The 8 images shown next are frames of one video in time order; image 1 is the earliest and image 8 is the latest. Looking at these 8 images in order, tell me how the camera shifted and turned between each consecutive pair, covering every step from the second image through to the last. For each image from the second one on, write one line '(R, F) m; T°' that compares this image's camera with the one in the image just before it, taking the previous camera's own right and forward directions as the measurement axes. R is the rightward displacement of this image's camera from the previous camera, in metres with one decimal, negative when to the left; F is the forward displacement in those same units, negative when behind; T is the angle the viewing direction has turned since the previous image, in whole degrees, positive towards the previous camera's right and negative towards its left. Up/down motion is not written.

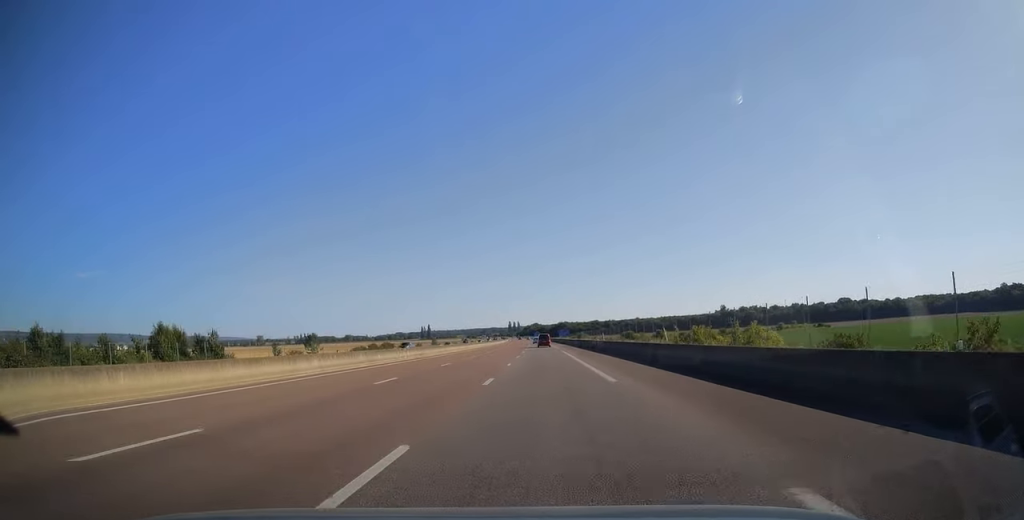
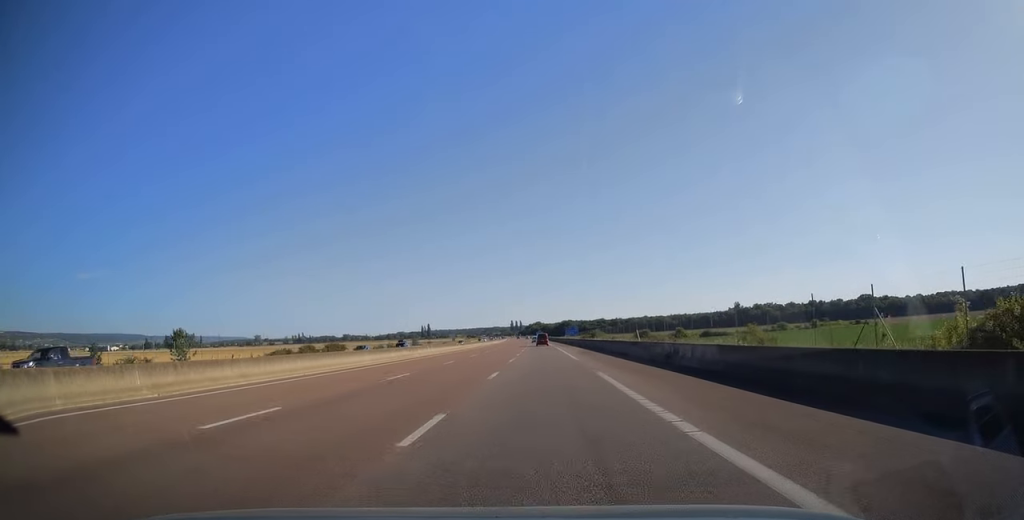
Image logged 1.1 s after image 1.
(-0.2, +35.8) m; 0°
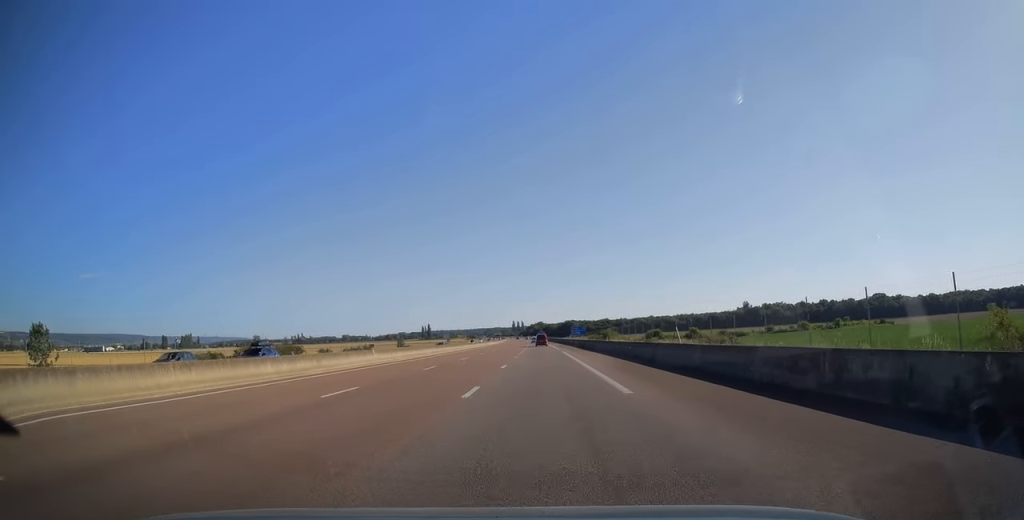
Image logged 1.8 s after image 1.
(0.0, +19.7) m; 0°
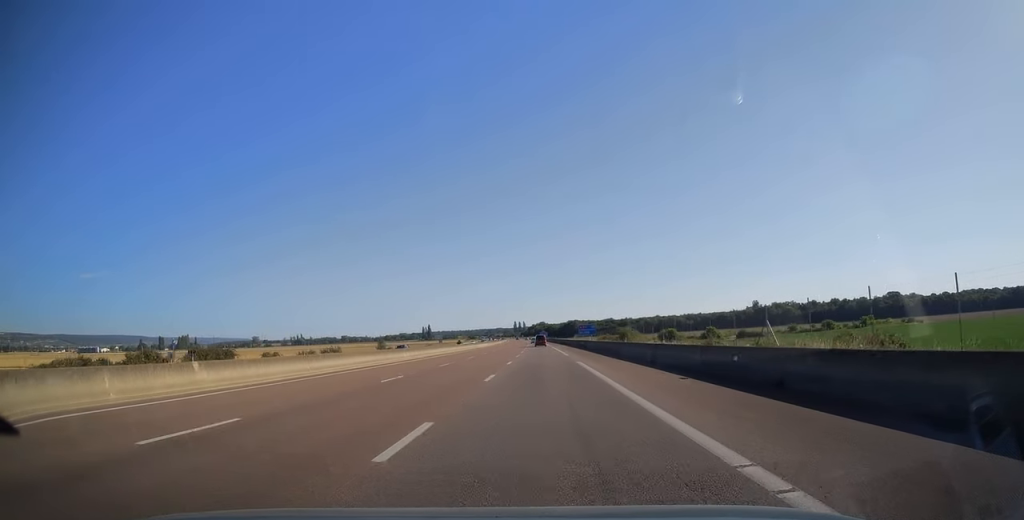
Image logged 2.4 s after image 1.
(+0.1, +20.3) m; 0°
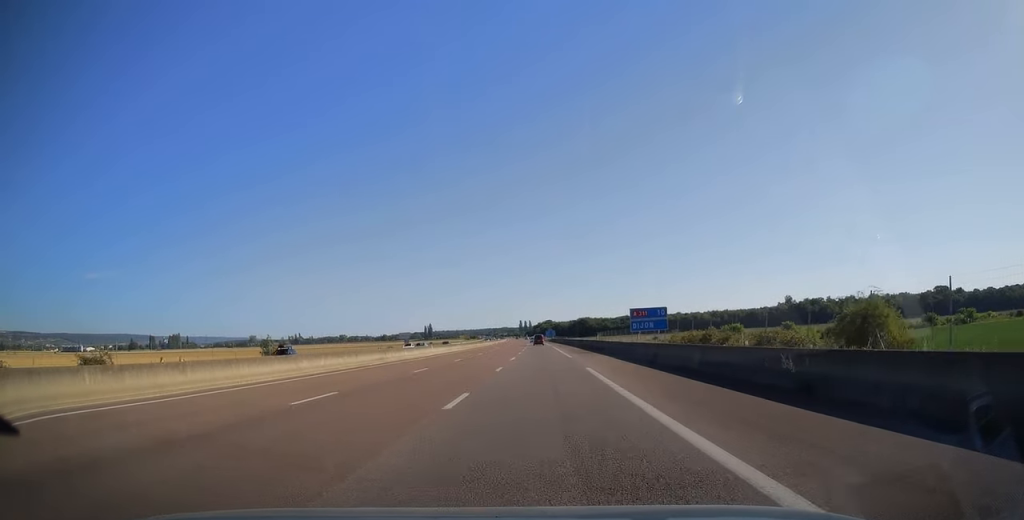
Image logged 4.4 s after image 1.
(-0.3, +59.6) m; -1°
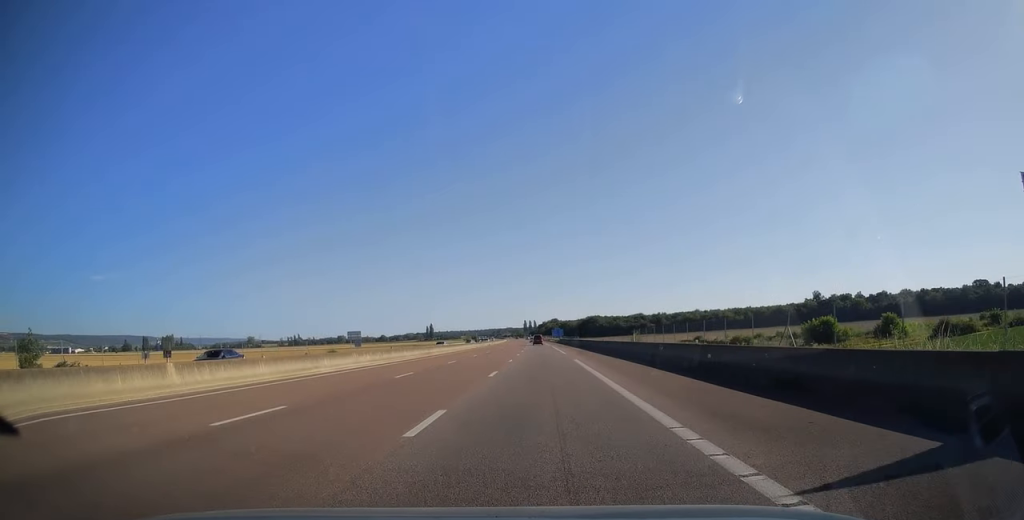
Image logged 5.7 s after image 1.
(-0.2, +42.5) m; 0°
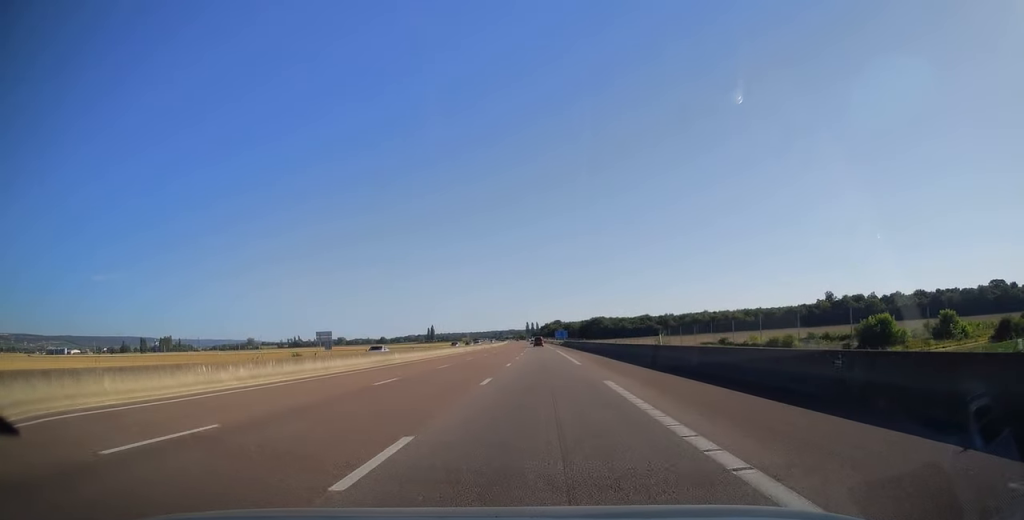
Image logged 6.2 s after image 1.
(+0.1, +16.1) m; 0°
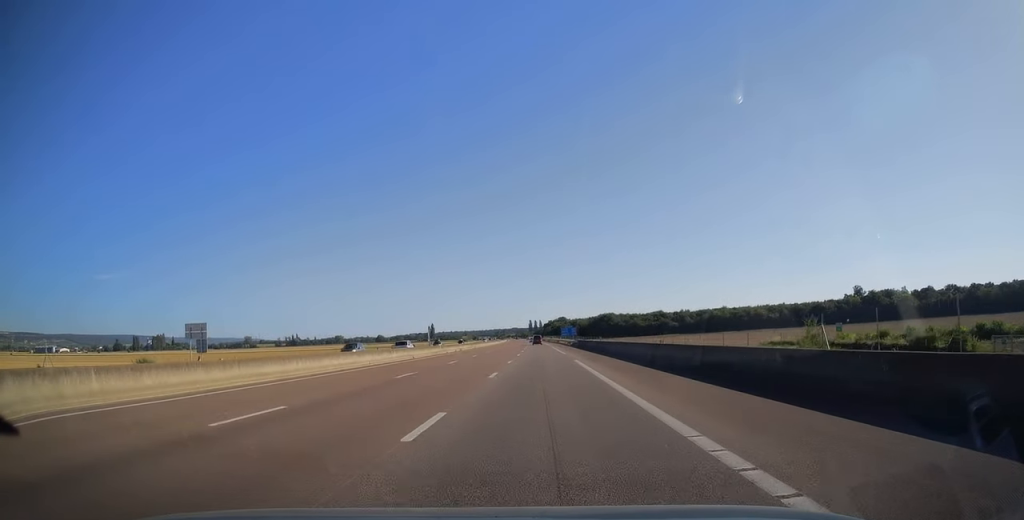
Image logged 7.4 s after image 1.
(-0.3, +36.3) m; 0°
